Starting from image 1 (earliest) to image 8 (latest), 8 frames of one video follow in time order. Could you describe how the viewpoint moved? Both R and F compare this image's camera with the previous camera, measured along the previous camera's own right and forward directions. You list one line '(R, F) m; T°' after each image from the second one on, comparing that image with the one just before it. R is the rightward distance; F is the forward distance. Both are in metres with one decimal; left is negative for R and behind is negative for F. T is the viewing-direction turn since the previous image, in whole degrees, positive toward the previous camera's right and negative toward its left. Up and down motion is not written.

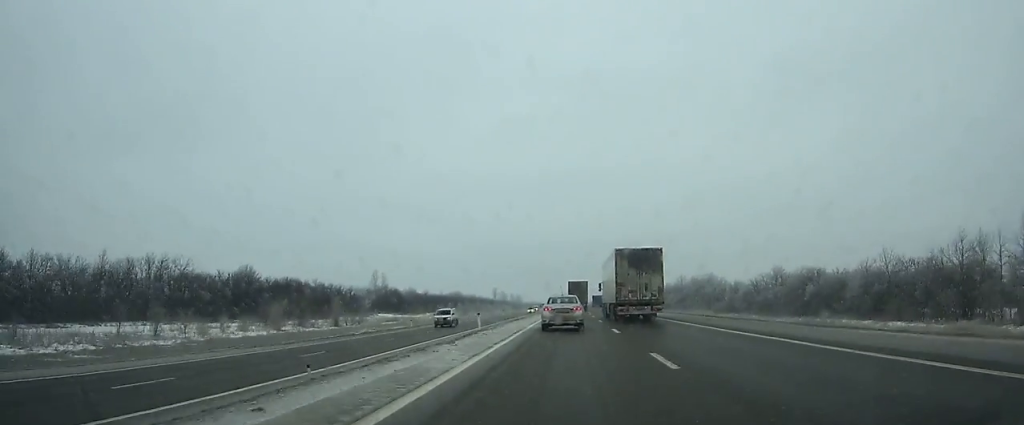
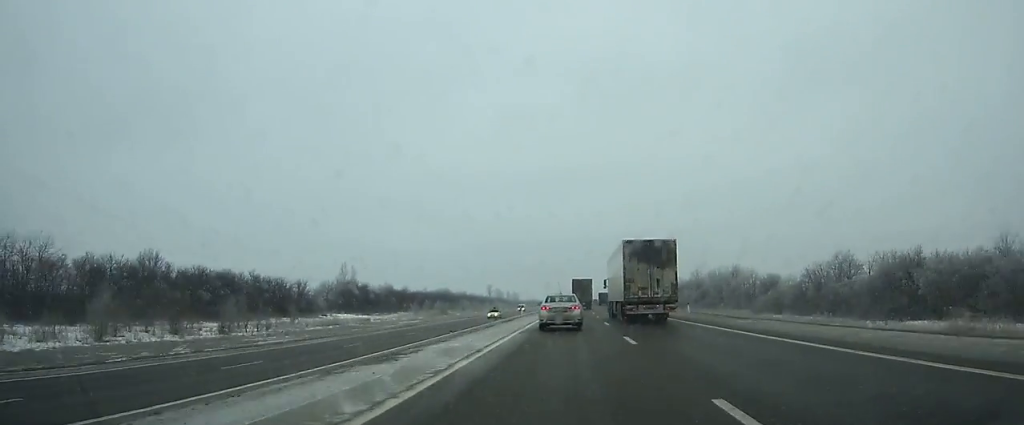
(0.0, +31.3) m; 0°
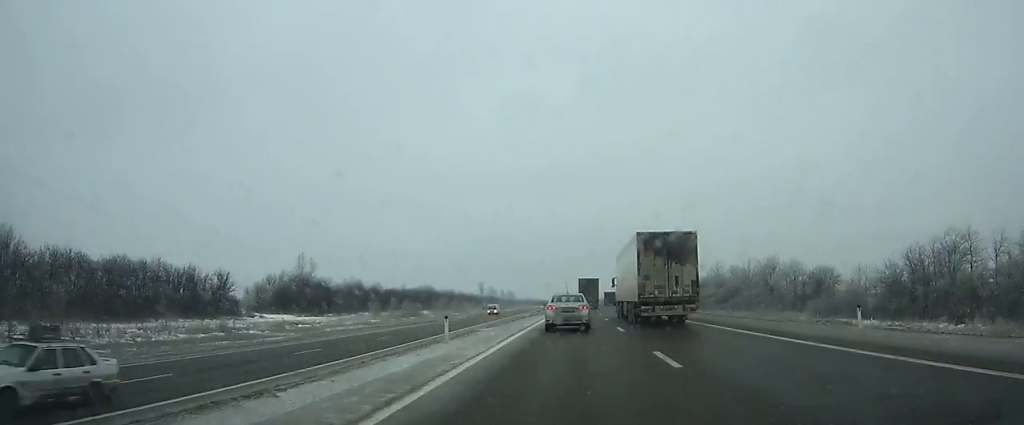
(-0.1, +28.9) m; 0°
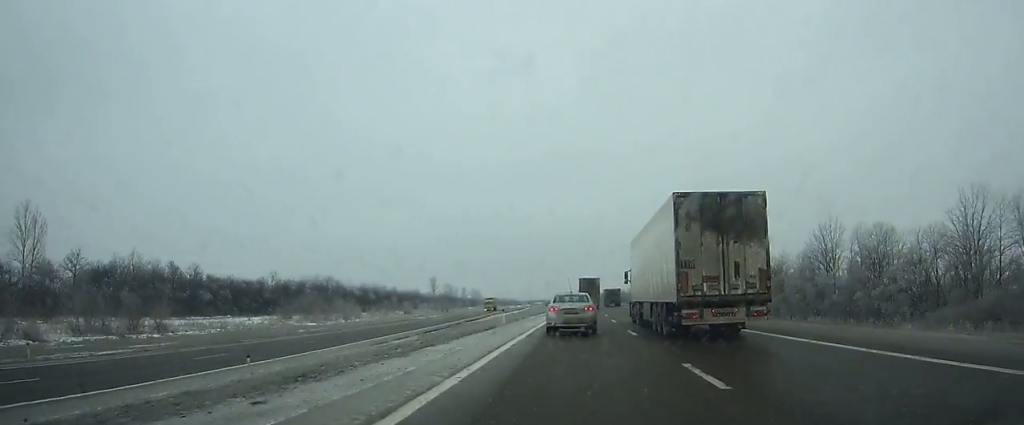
(+1.6, +86.1) m; +2°
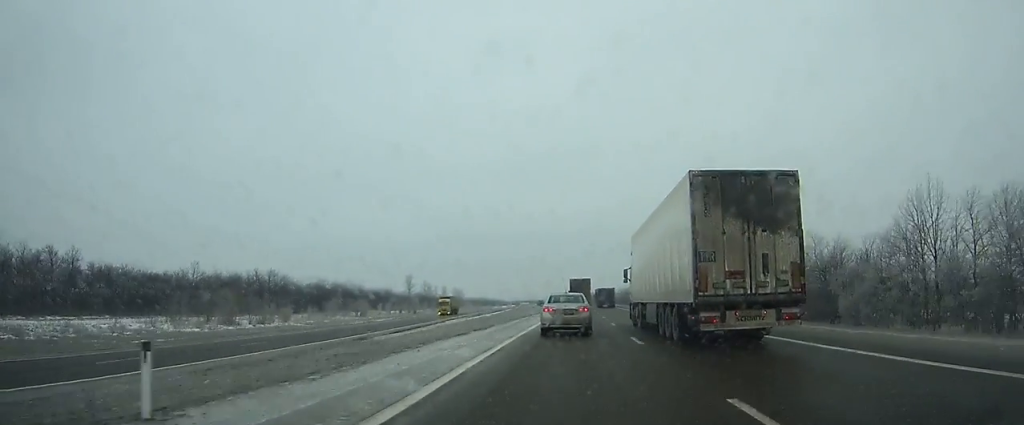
(+0.3, +28.6) m; +1°
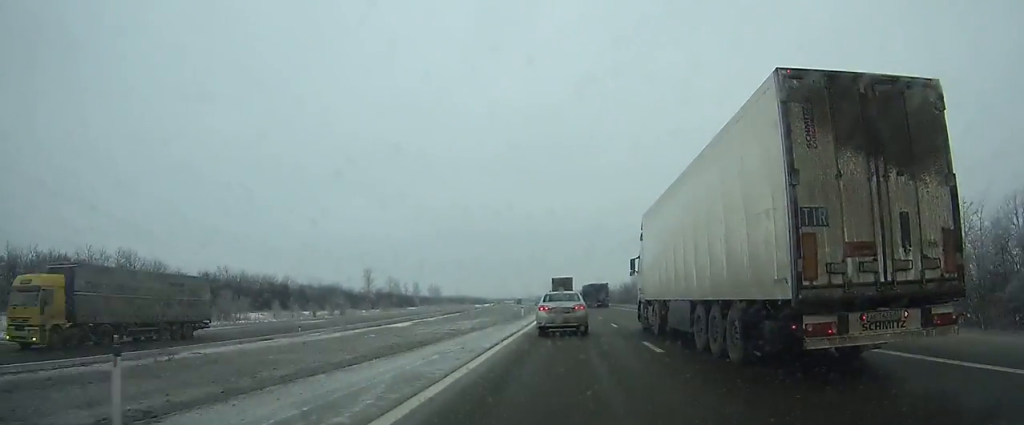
(+0.4, +50.5) m; 0°
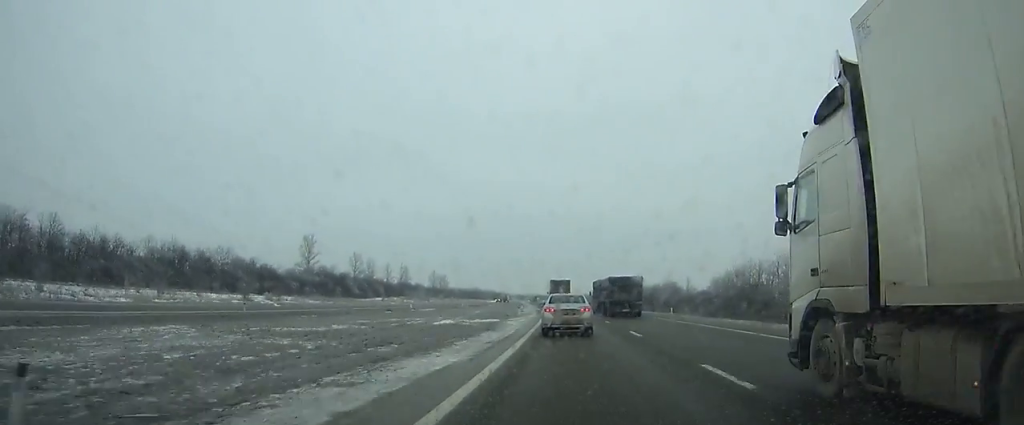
(-1.3, +101.9) m; -3°
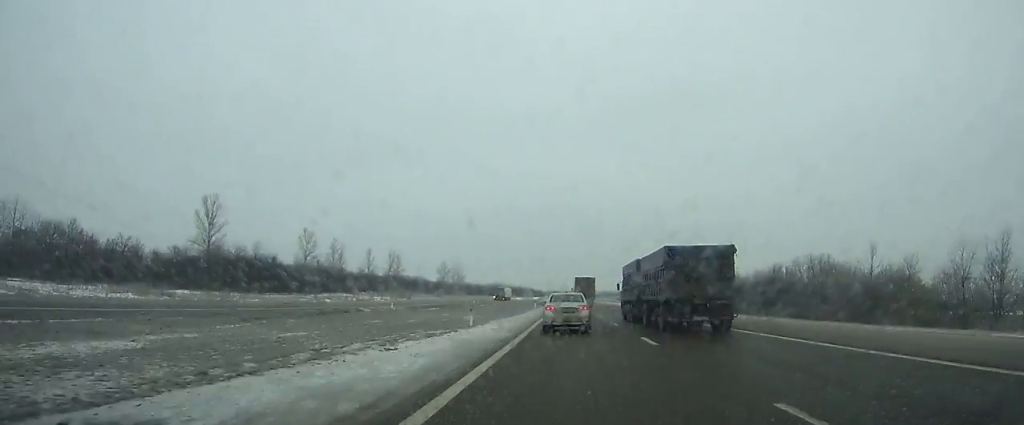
(-2.1, +77.9) m; -2°
